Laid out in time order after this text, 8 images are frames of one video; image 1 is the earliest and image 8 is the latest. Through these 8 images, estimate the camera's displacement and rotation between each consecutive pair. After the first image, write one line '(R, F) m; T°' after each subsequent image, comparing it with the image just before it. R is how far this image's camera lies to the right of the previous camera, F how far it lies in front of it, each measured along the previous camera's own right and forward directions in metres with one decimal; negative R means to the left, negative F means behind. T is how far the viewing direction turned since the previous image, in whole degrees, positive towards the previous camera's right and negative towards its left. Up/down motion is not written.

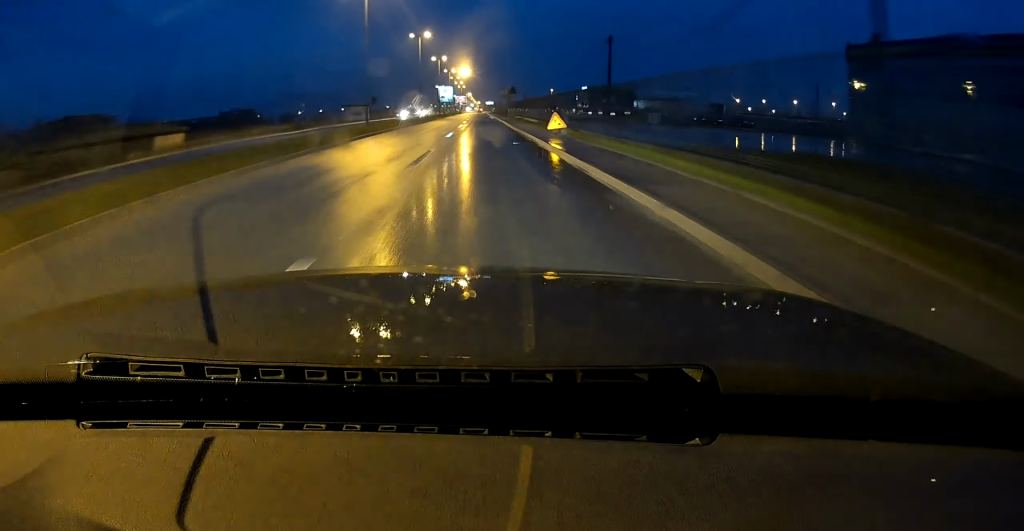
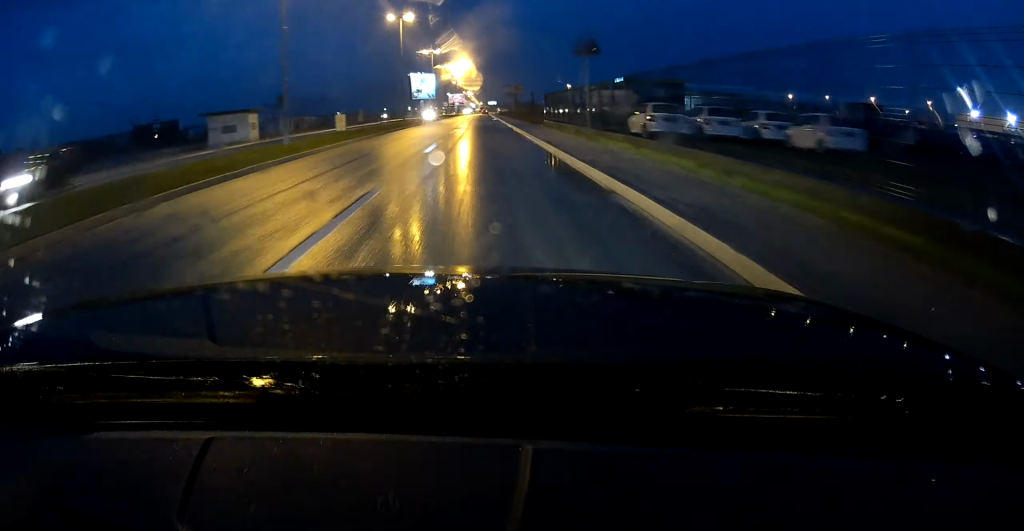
(-0.5, +54.6) m; -1°
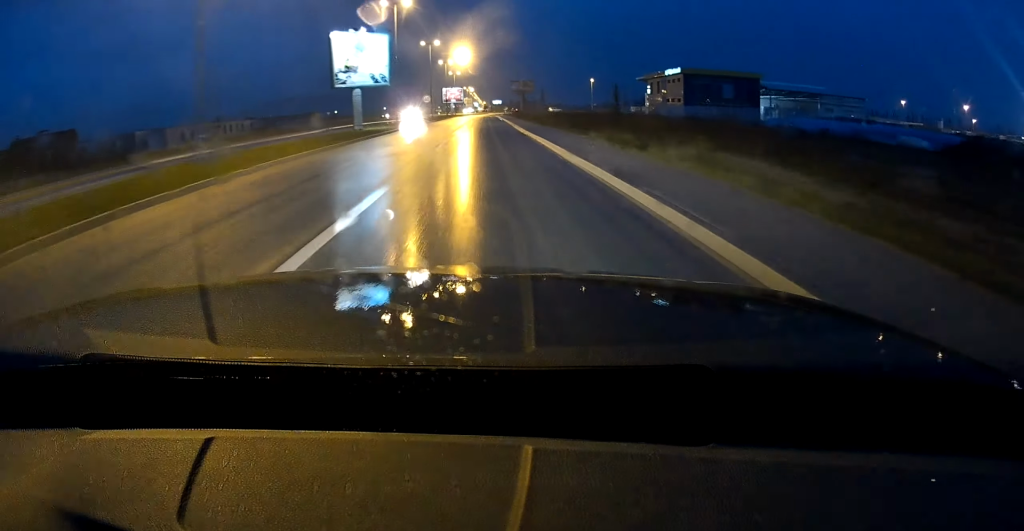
(0.0, +44.8) m; 0°
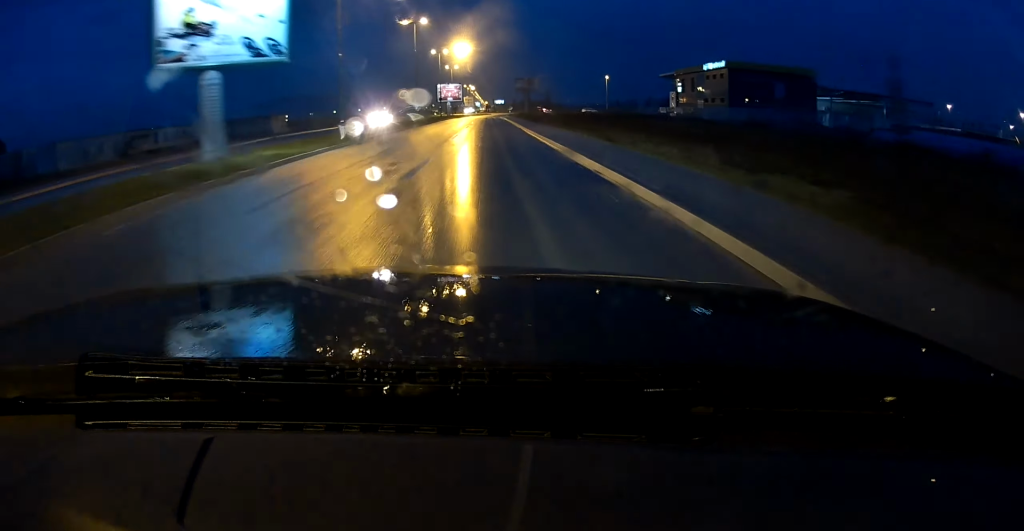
(+0.1, +21.0) m; 0°
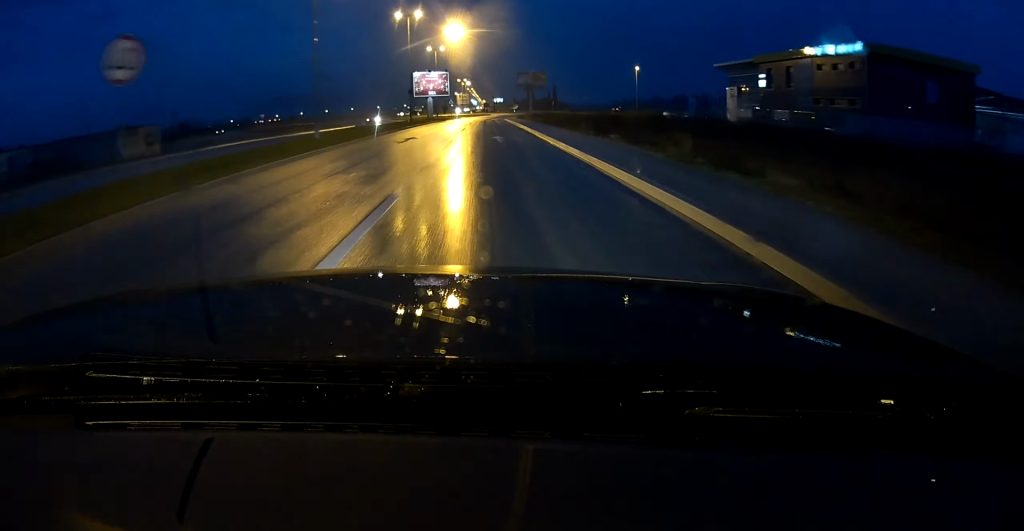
(0.0, +36.9) m; 0°
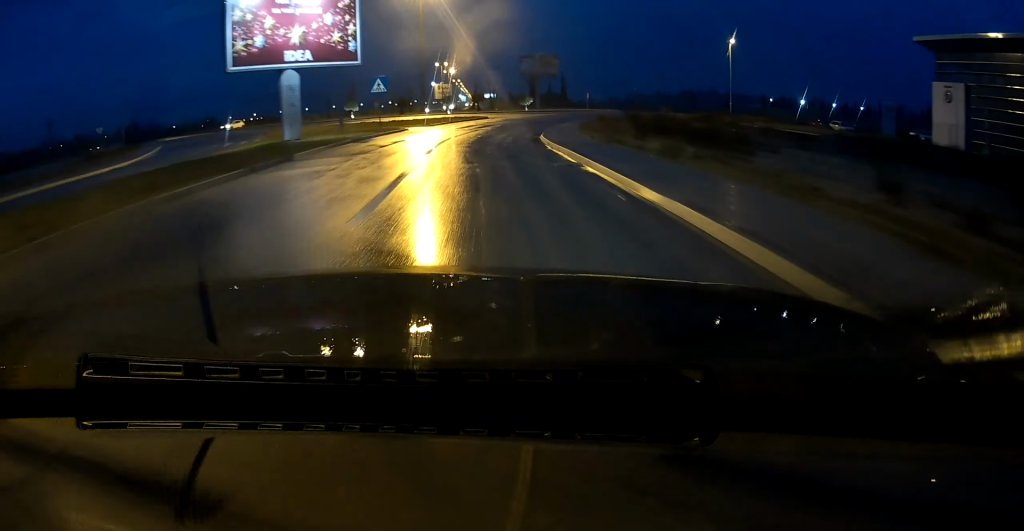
(+0.2, +59.1) m; +2°
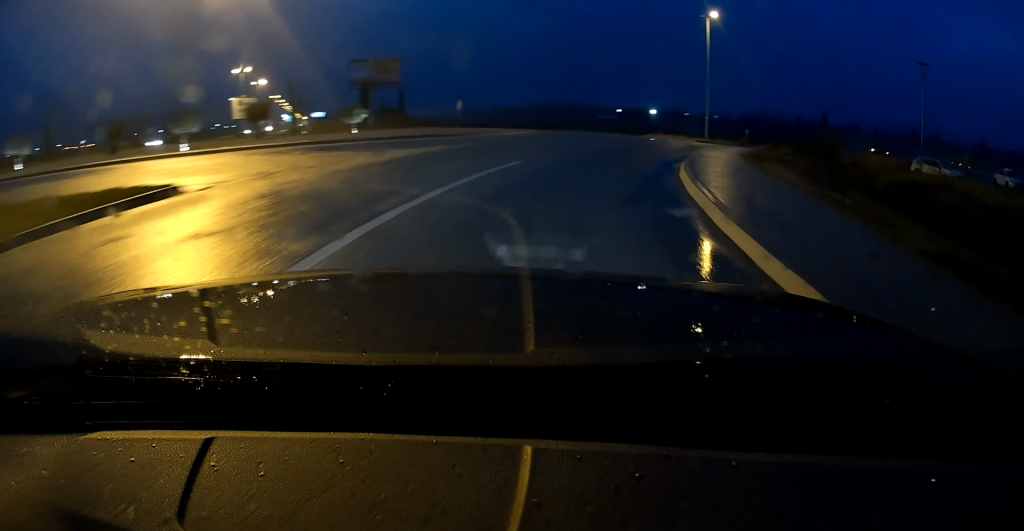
(+3.7, +36.8) m; +14°
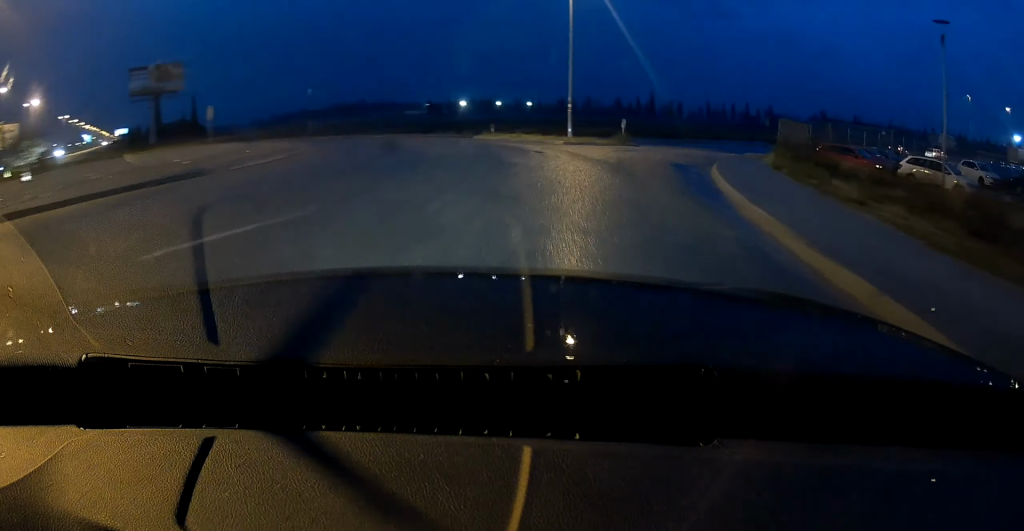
(+2.0, +16.9) m; +8°
